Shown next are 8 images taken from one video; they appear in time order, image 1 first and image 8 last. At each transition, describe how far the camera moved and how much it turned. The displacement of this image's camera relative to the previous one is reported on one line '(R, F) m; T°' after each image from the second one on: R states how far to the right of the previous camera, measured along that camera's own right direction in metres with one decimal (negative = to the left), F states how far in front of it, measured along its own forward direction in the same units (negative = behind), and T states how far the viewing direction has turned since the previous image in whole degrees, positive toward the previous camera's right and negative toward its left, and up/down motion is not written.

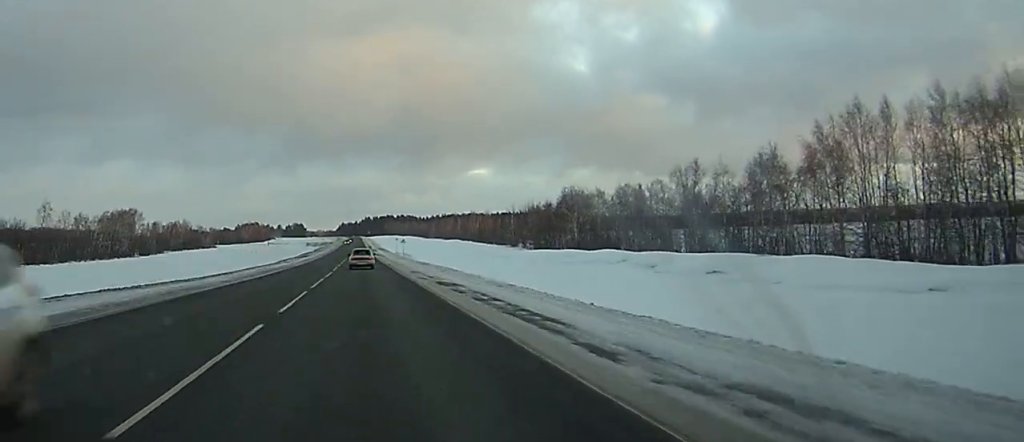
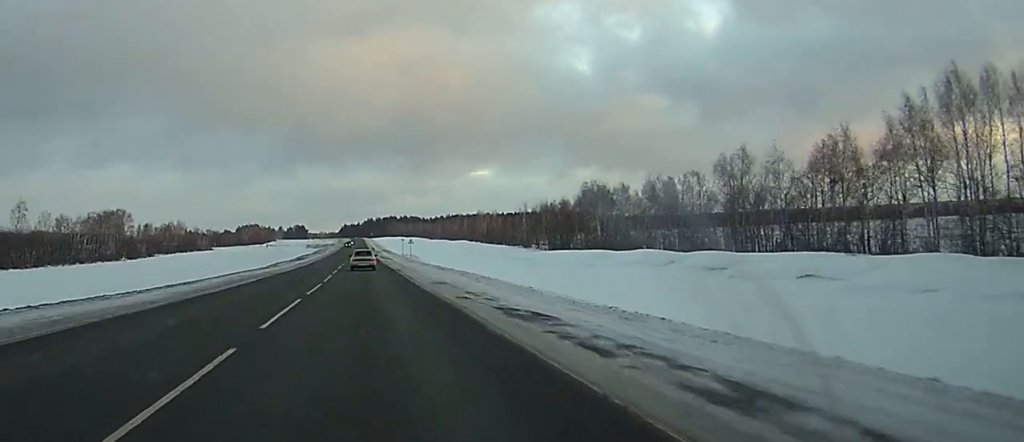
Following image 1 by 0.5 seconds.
(0.0, +15.2) m; 0°
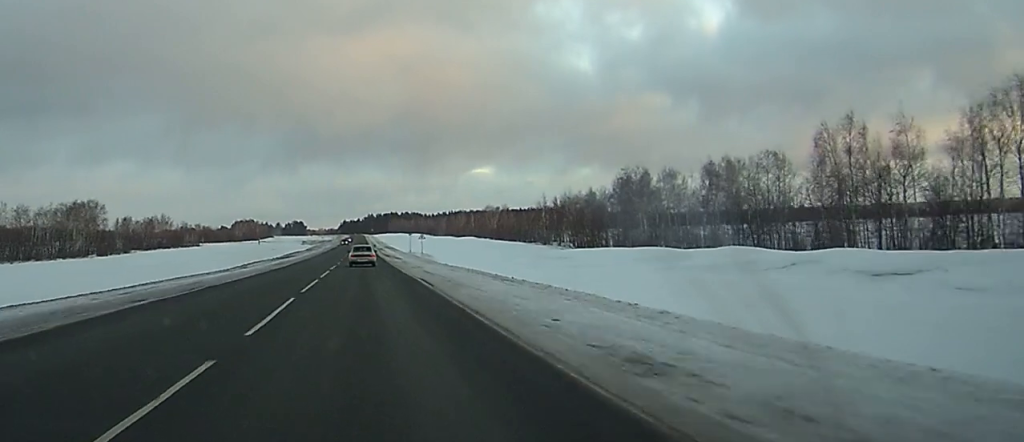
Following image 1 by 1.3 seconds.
(+0.1, +25.3) m; 0°
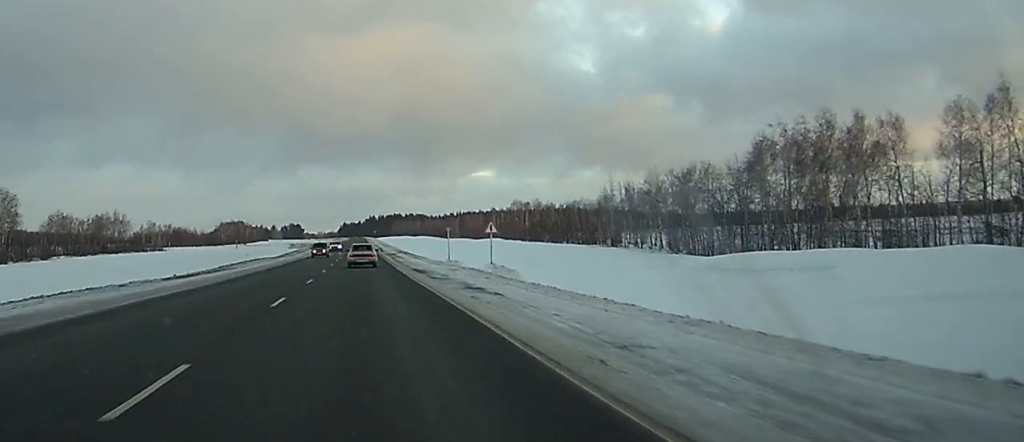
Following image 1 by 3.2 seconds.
(-0.2, +57.5) m; 0°
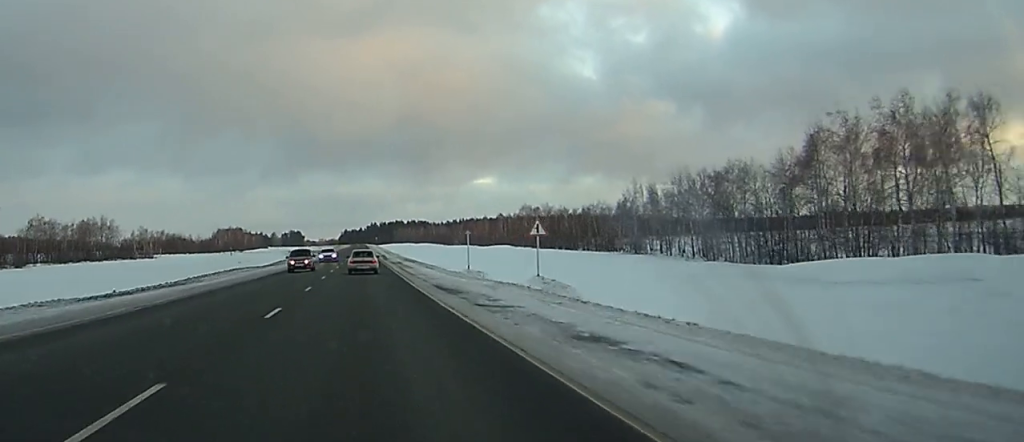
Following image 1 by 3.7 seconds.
(0.0, +13.0) m; 0°
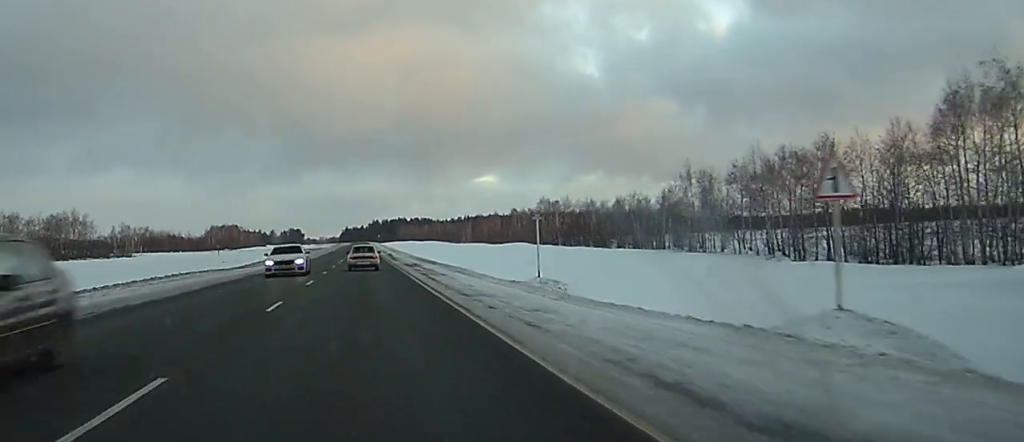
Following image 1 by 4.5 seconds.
(0.0, +23.9) m; 0°
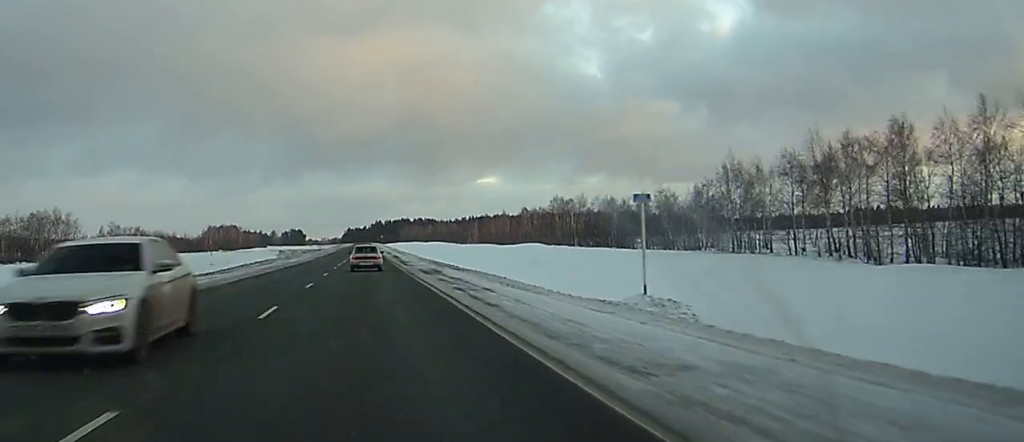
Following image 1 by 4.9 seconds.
(0.0, +13.9) m; 0°
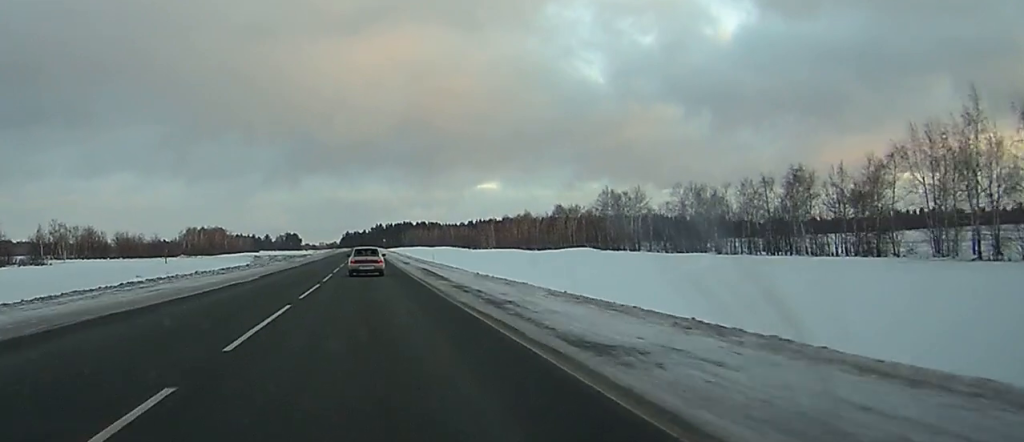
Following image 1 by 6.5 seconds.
(-0.1, +46.9) m; 0°
